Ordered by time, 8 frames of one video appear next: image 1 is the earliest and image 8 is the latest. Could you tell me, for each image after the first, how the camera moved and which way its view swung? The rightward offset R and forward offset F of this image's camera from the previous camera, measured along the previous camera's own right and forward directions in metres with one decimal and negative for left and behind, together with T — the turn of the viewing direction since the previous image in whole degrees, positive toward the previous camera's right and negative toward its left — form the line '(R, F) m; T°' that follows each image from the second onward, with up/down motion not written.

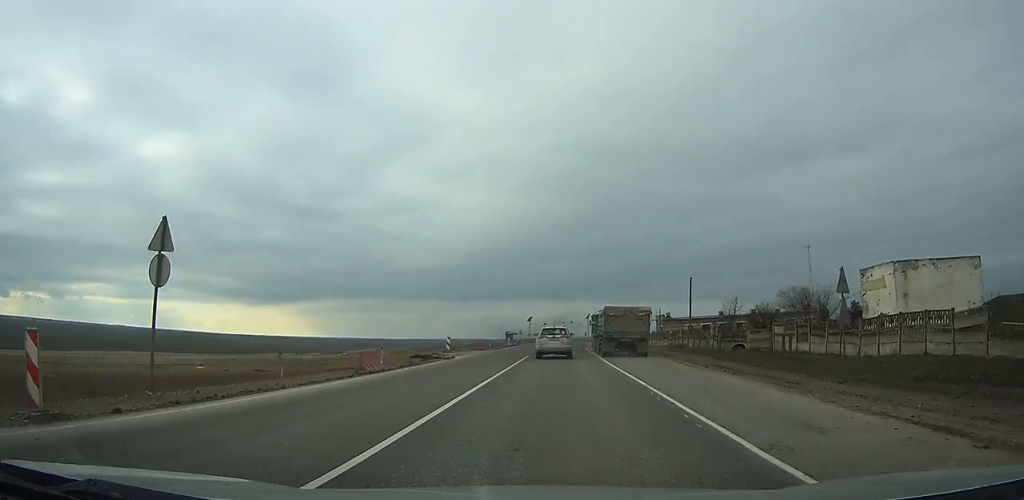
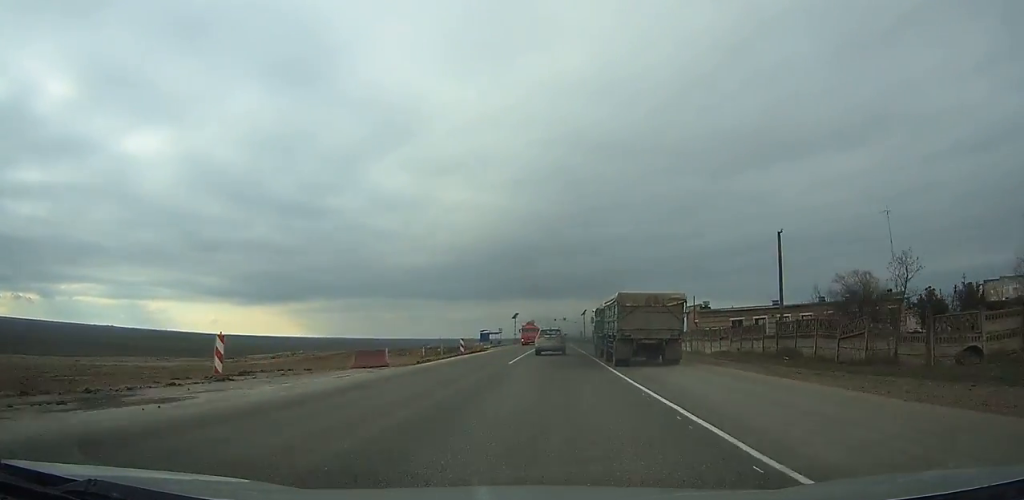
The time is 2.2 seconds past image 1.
(-0.1, +32.1) m; -1°
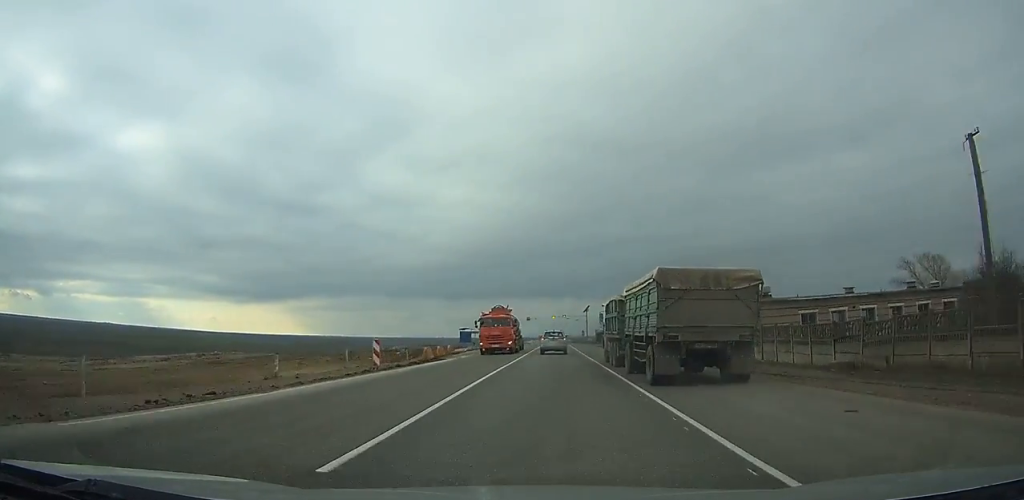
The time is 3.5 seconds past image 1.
(-0.1, +21.8) m; 0°
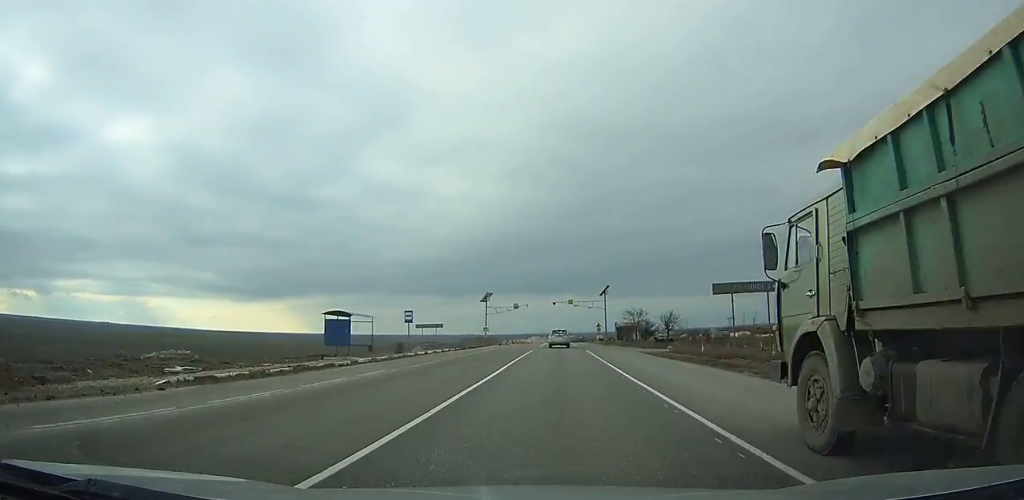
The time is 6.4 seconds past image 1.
(+0.3, +51.1) m; +1°
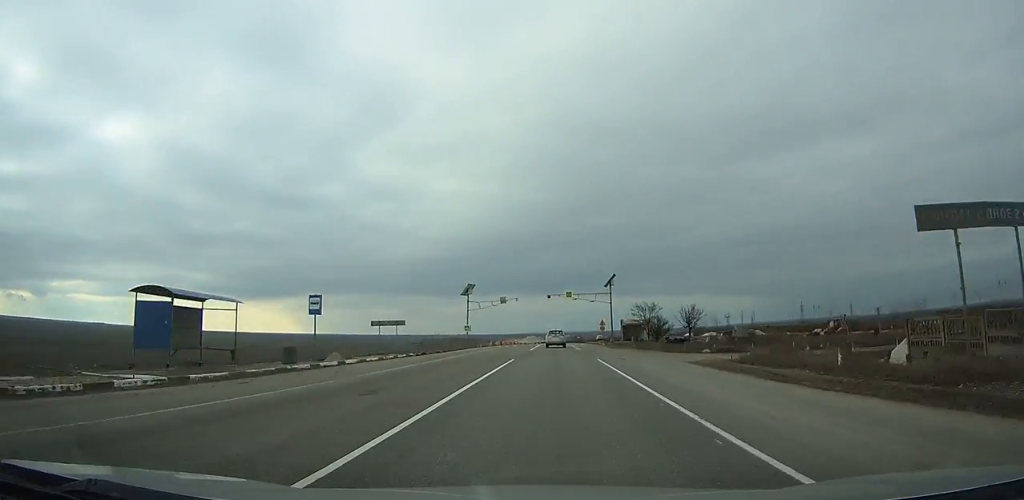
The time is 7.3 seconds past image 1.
(0.0, +16.8) m; 0°
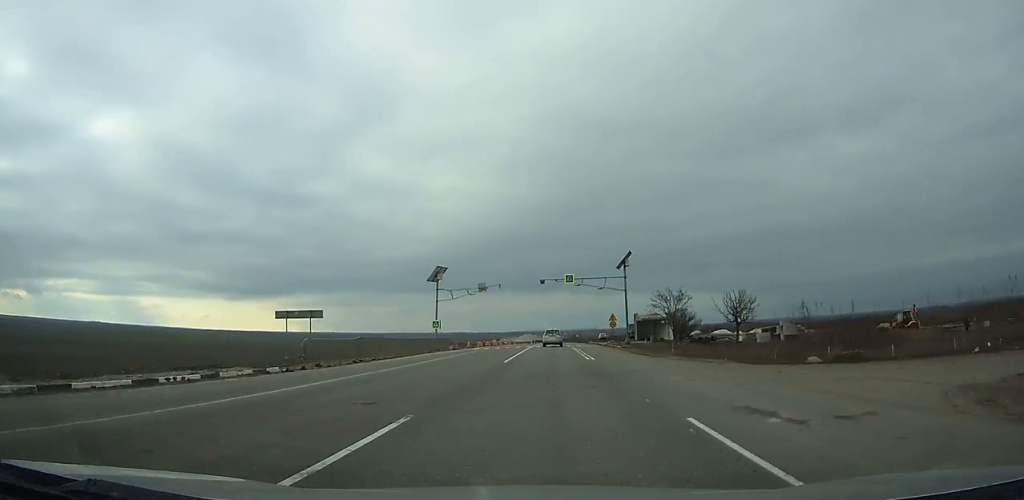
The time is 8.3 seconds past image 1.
(0.0, +19.7) m; 0°
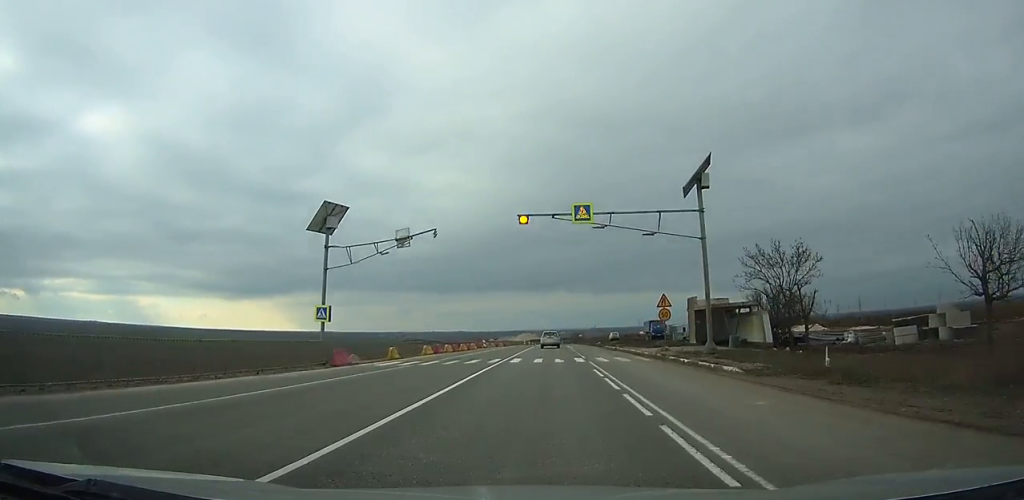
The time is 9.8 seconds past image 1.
(0.0, +31.7) m; 0°
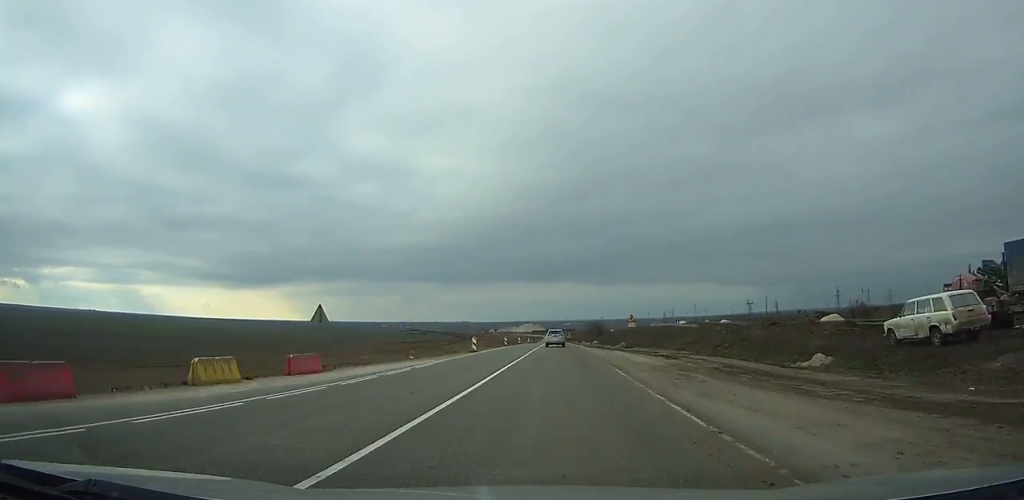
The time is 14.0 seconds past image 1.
(-0.9, +92.7) m; -1°
